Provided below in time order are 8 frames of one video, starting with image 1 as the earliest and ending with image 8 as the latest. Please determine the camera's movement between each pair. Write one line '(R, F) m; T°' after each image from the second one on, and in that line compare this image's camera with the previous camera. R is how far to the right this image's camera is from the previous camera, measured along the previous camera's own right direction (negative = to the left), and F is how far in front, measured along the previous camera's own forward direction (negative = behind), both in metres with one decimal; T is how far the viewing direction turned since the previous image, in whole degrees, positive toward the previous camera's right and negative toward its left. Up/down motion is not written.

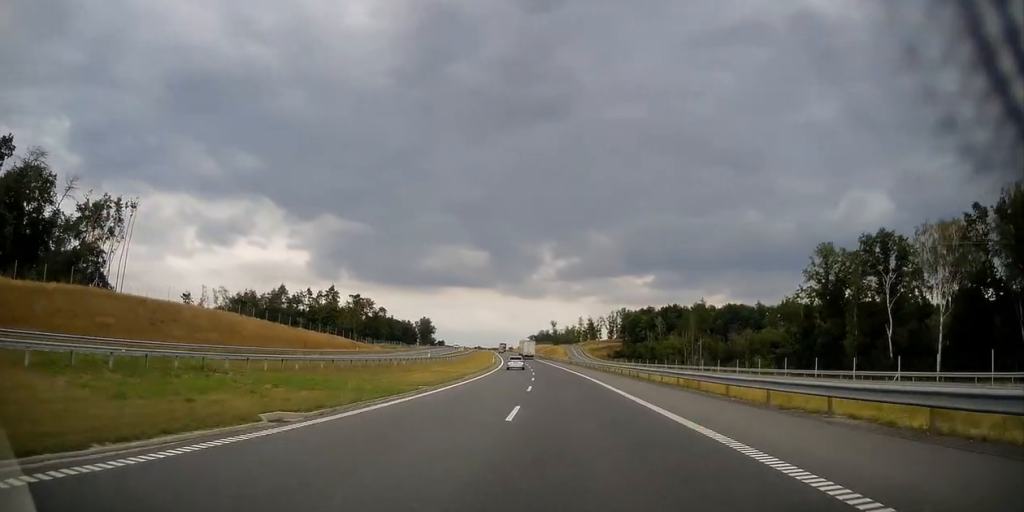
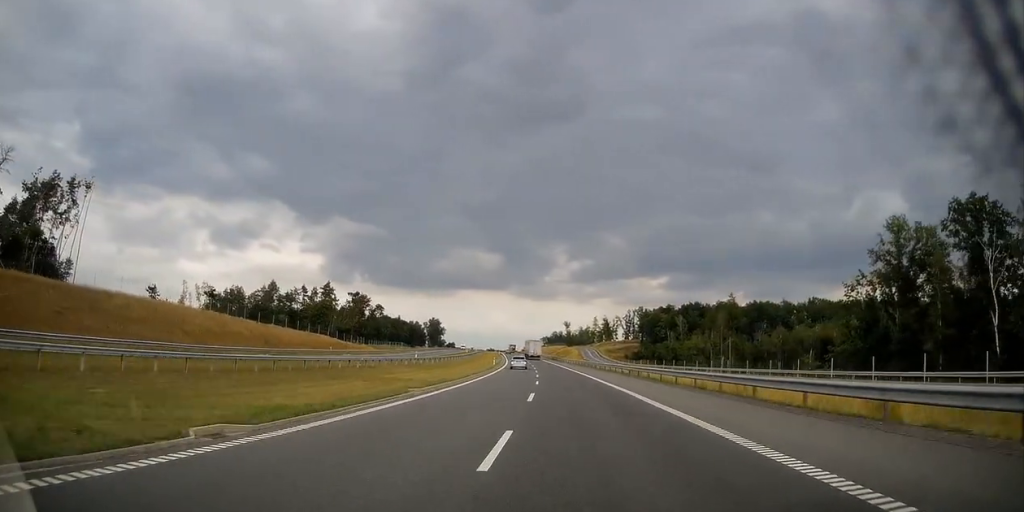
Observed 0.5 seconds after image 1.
(-0.1, +18.0) m; -1°
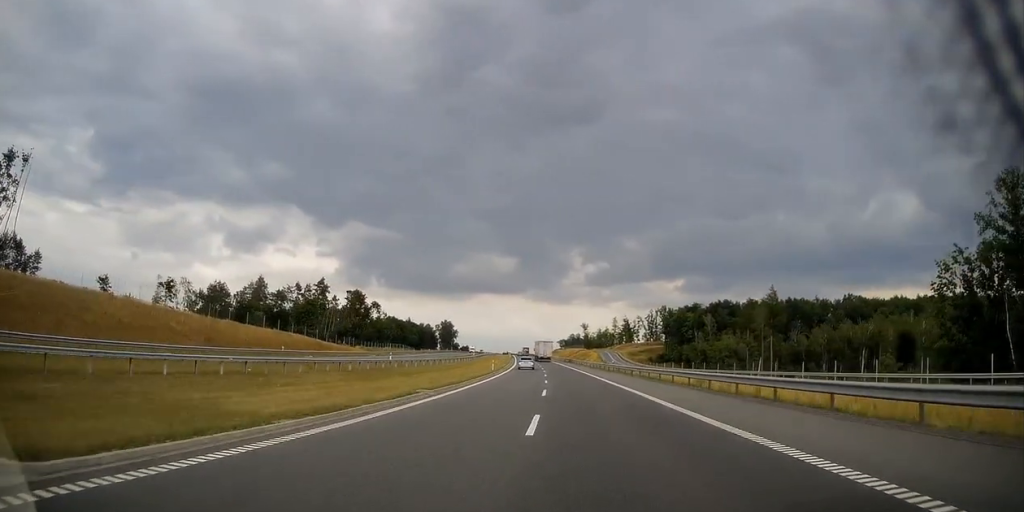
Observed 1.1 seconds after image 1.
(-0.3, +20.5) m; -1°
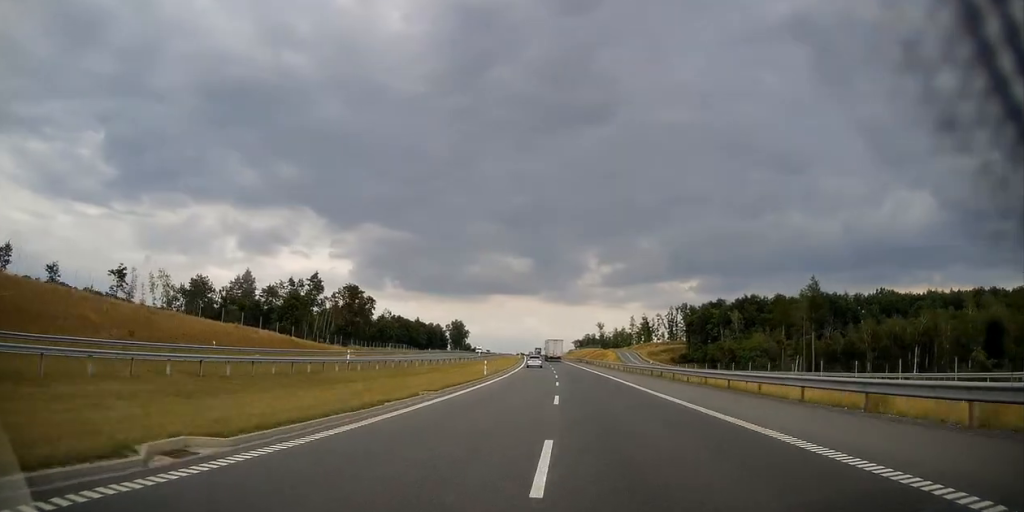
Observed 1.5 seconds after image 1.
(-0.2, +16.9) m; -1°
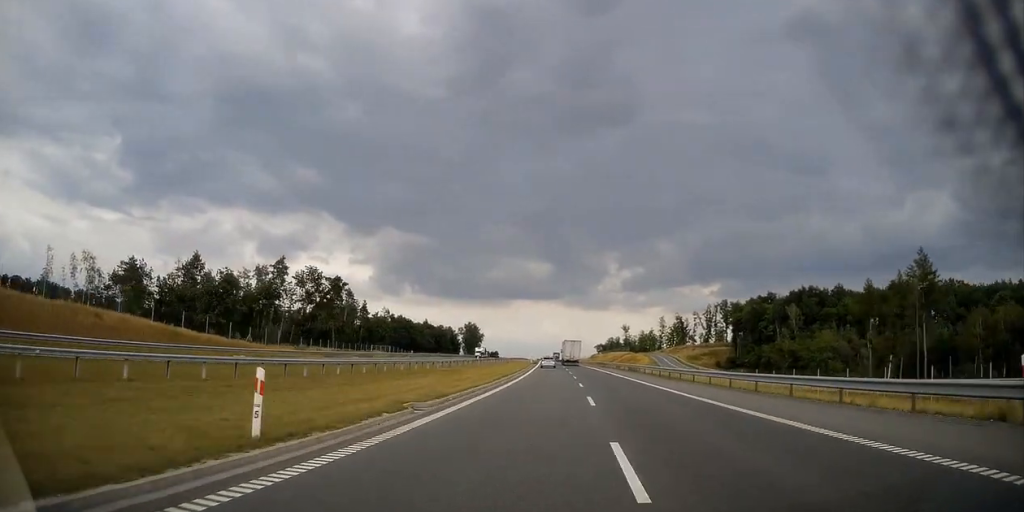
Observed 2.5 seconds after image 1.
(-0.8, +36.2) m; -3°
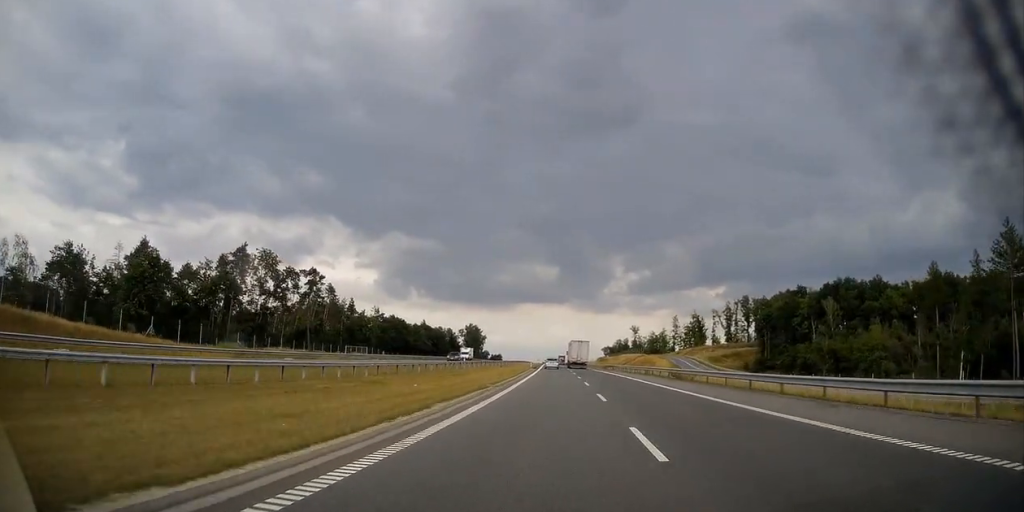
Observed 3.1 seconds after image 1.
(-0.5, +21.8) m; -1°
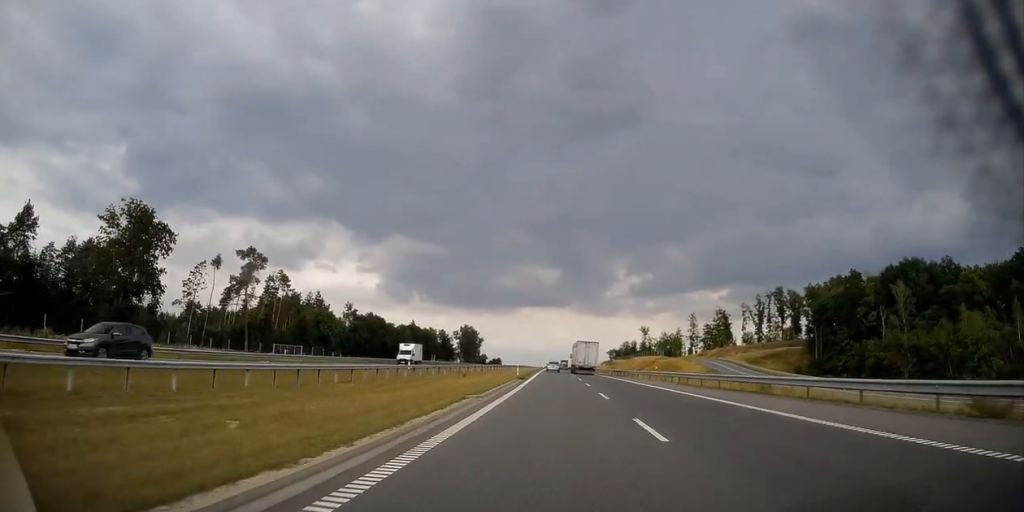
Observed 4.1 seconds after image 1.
(-0.3, +33.9) m; 0°
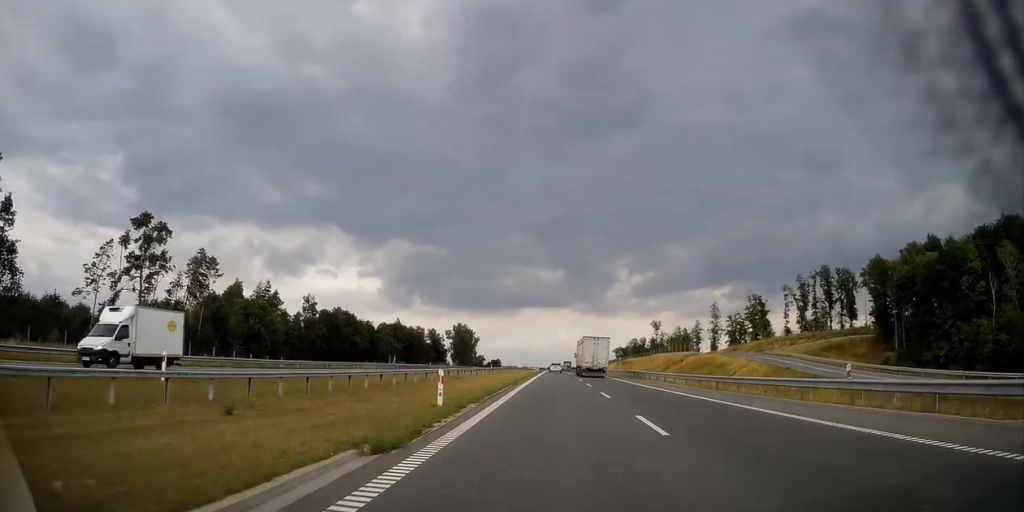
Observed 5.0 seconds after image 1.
(-0.1, +35.2) m; -1°
